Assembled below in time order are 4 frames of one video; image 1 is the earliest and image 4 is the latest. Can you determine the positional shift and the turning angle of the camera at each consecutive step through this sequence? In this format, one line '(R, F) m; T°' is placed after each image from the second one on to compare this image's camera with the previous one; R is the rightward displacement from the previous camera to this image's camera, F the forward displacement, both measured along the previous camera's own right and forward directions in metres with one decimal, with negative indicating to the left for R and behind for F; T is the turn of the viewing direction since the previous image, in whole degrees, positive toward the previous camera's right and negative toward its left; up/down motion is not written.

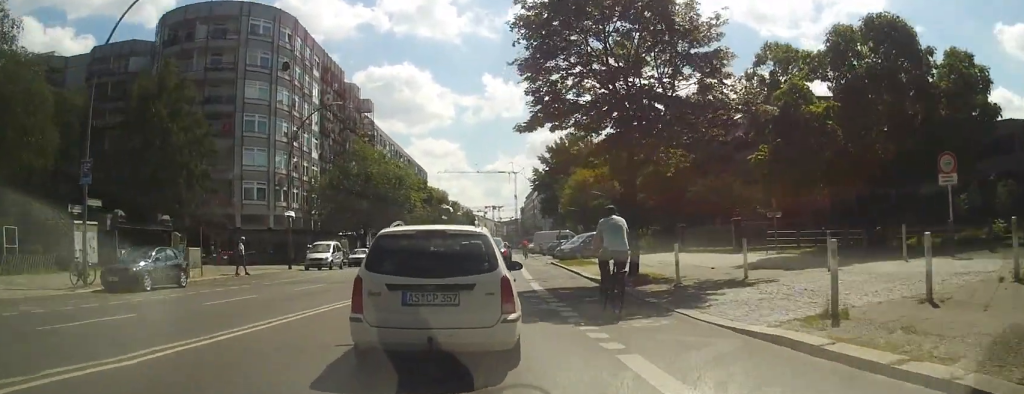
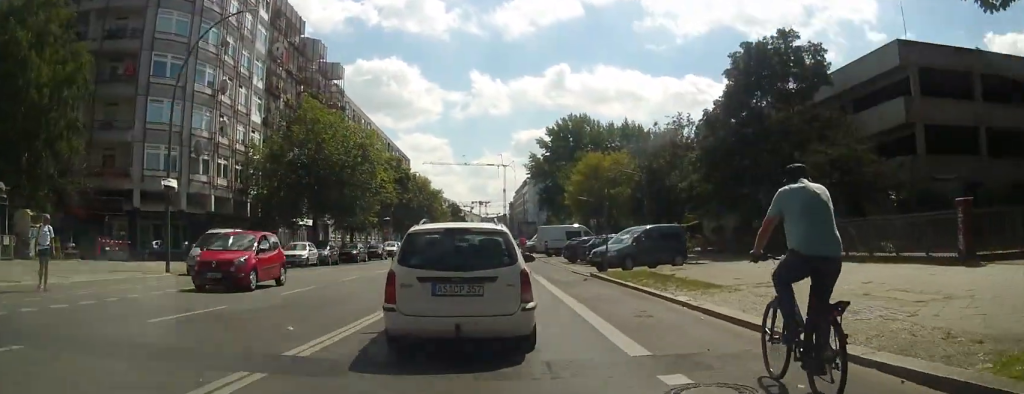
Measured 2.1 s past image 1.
(-0.5, +16.9) m; -2°
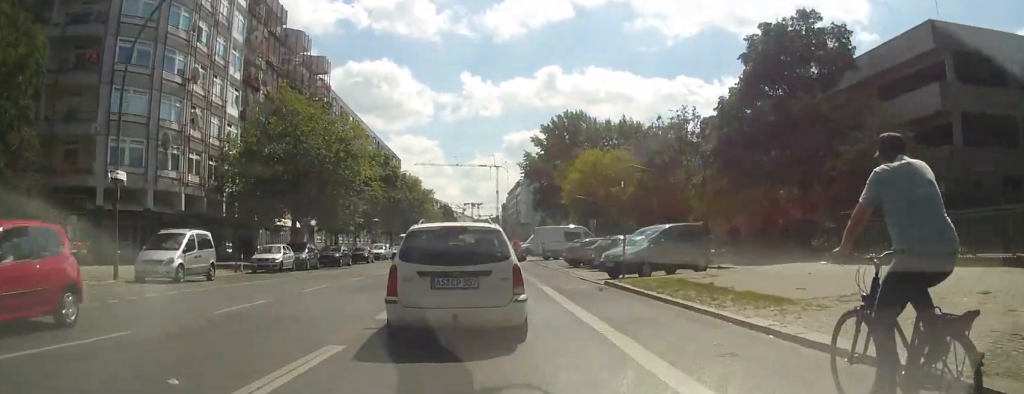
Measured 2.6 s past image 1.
(0.0, +3.9) m; 0°
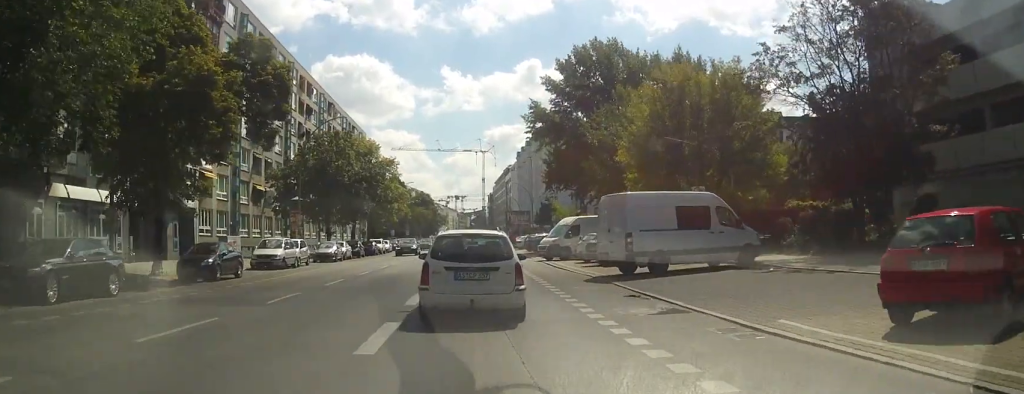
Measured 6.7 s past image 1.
(+1.2, +33.3) m; 0°
